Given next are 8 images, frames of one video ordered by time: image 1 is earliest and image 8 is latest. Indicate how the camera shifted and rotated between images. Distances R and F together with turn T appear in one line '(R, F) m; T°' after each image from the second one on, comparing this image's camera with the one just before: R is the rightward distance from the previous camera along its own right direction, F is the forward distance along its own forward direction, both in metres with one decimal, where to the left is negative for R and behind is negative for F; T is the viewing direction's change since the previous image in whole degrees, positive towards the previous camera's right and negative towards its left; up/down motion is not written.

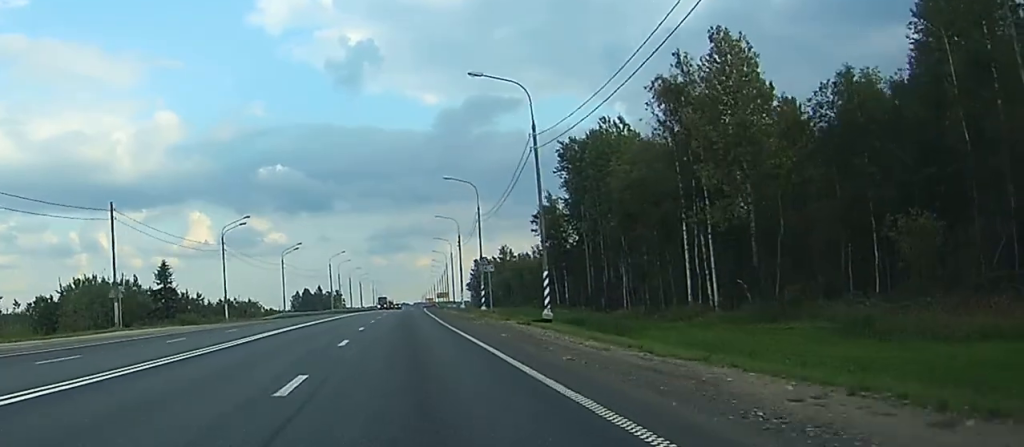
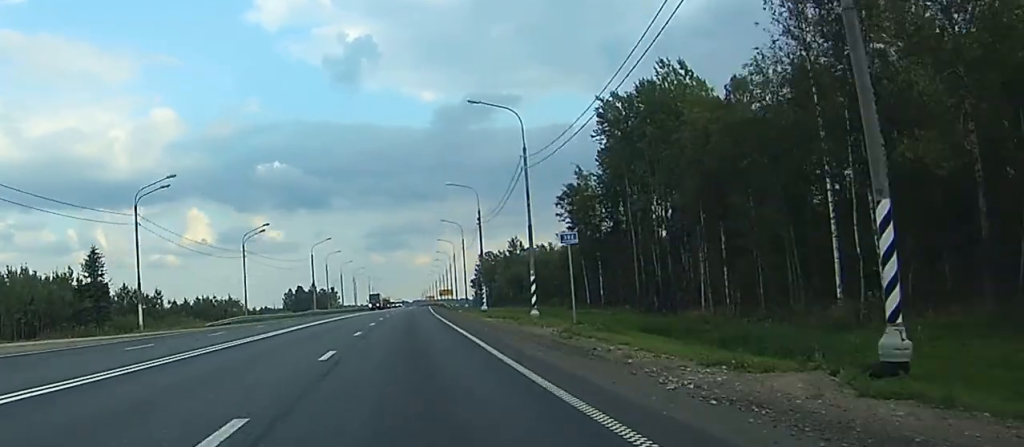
(0.0, +29.2) m; 0°
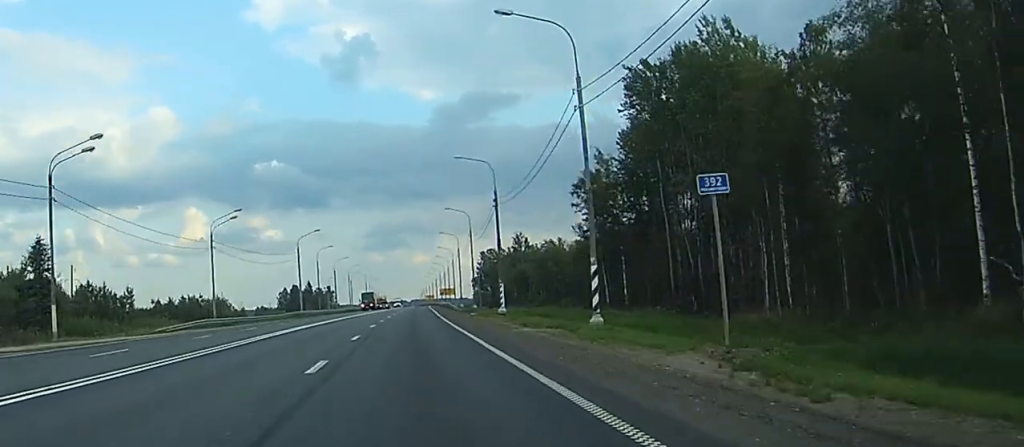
(0.0, +15.0) m; 0°
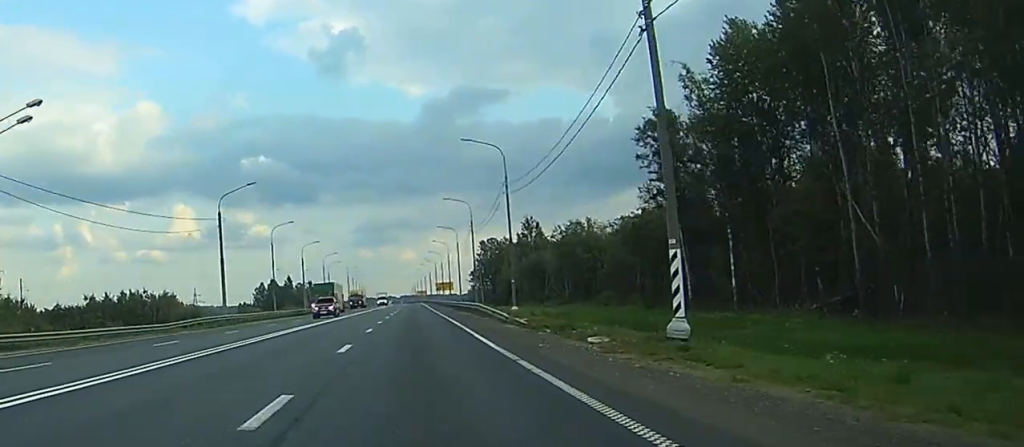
(+0.3, +42.3) m; +1°
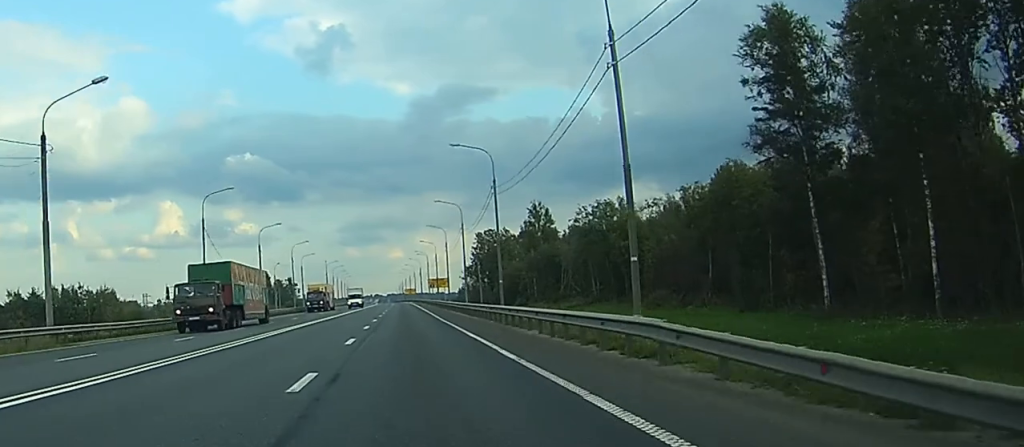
(+0.2, +32.3) m; +1°
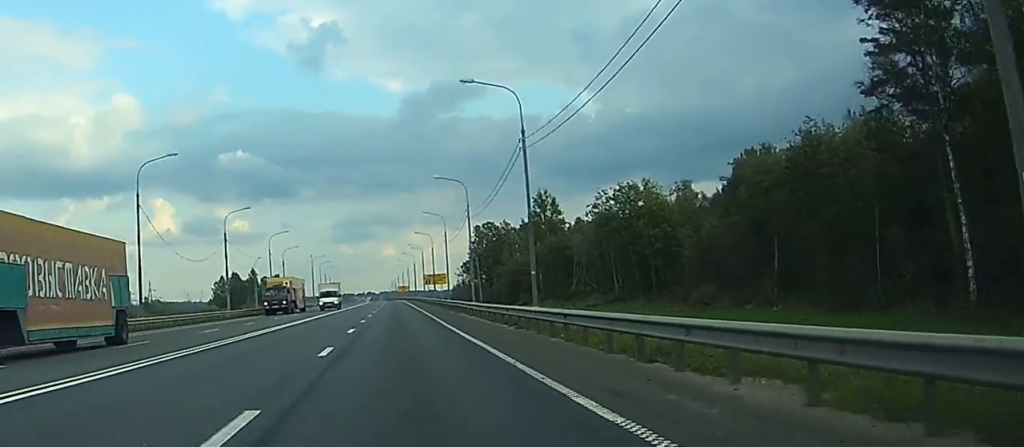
(+0.1, +17.3) m; 0°
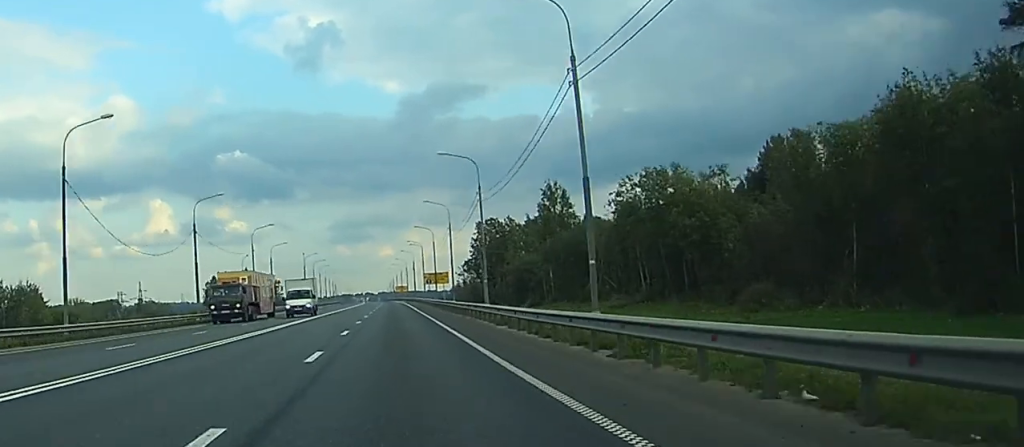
(0.0, +13.2) m; 0°
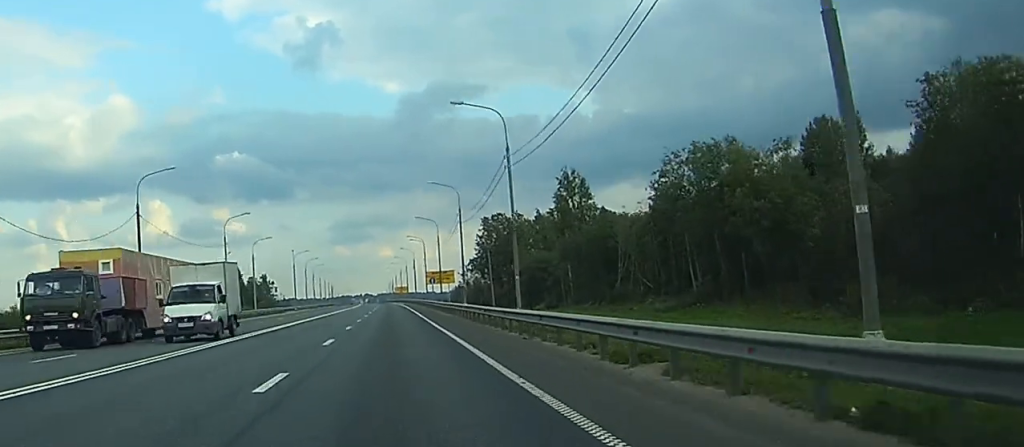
(0.0, +17.3) m; 0°
